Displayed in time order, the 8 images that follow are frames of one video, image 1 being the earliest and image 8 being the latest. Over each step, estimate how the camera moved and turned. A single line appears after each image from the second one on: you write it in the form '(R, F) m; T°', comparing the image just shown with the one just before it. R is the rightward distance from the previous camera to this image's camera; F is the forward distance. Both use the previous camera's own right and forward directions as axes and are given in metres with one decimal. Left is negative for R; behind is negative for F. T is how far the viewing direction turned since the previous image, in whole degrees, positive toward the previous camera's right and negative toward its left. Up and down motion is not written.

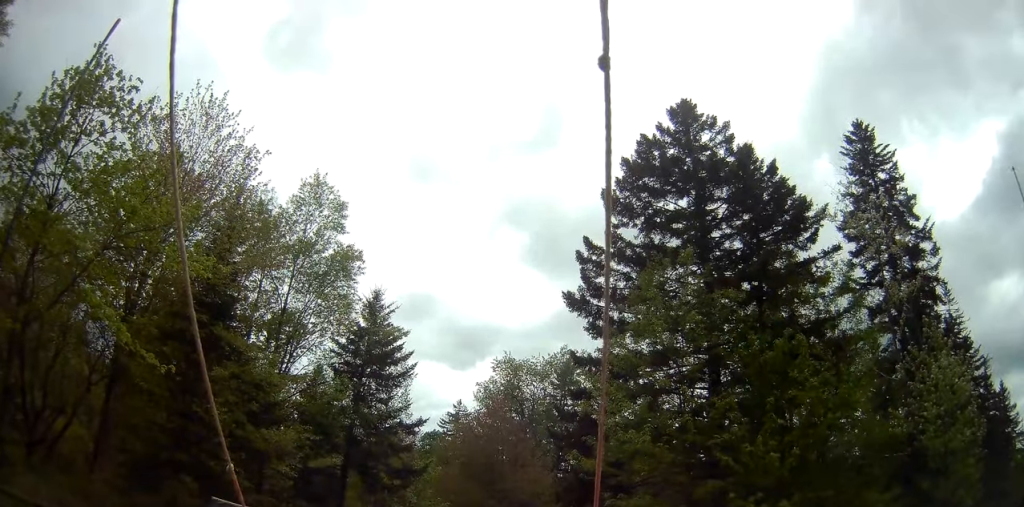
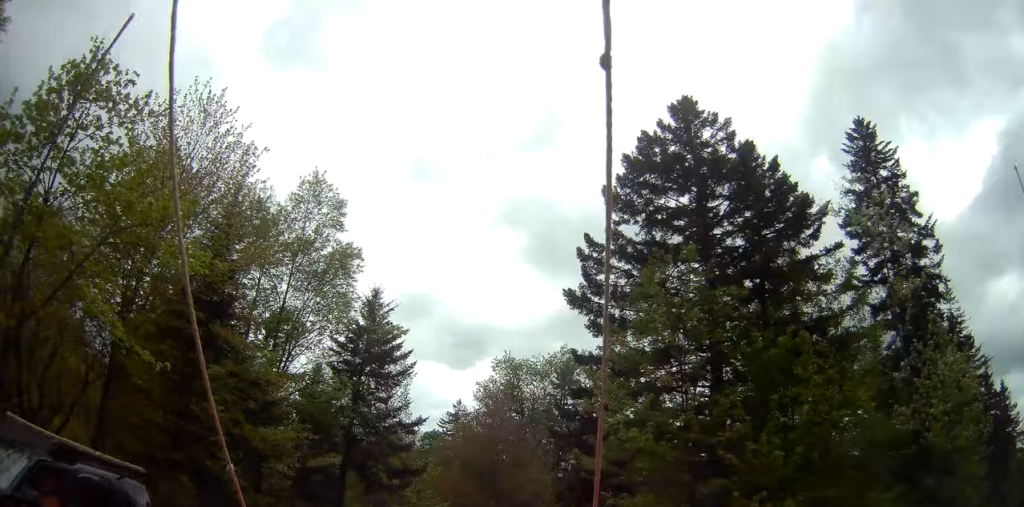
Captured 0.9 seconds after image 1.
(+0.1, +0.7) m; 0°
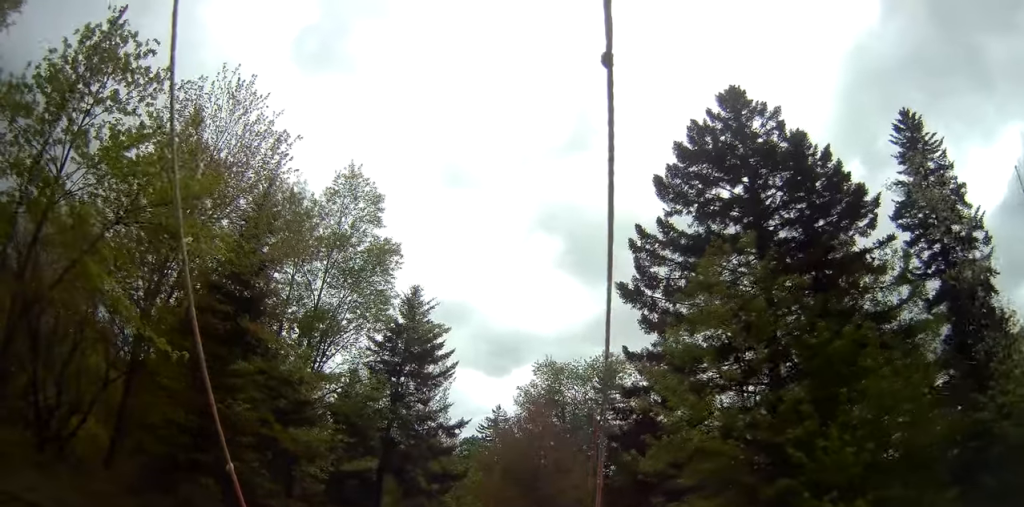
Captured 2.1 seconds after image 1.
(+0.1, +0.9) m; 0°
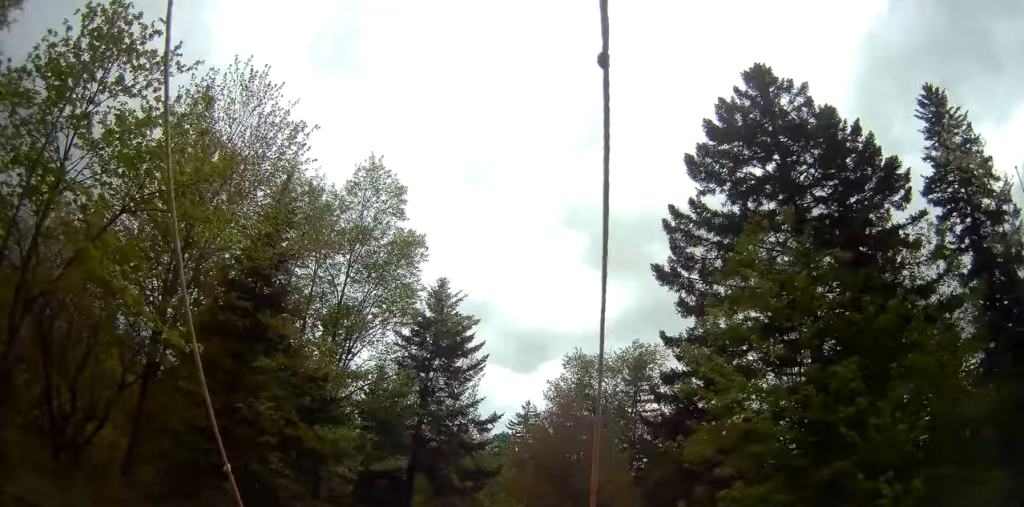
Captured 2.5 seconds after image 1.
(-0.2, +0.2) m; 0°
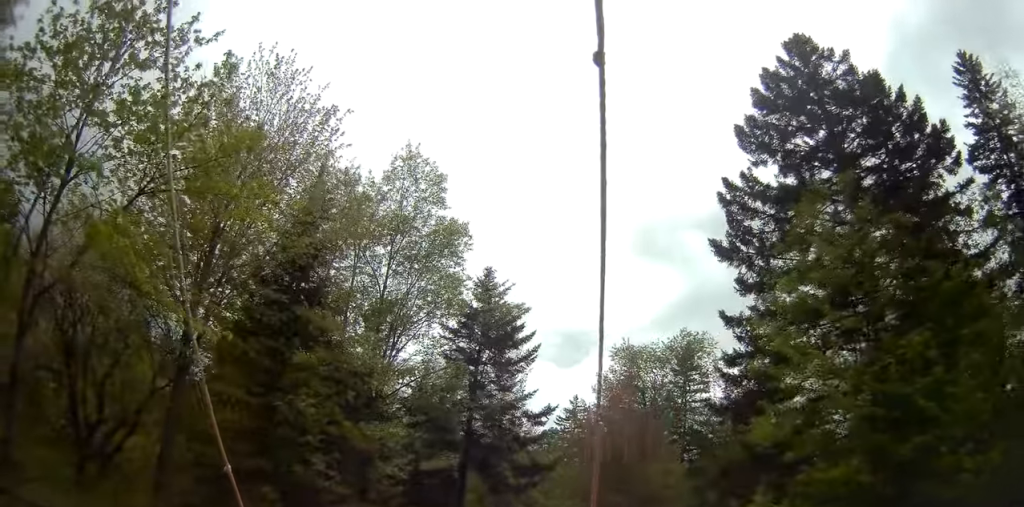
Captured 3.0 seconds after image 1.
(-0.2, +0.3) m; -2°
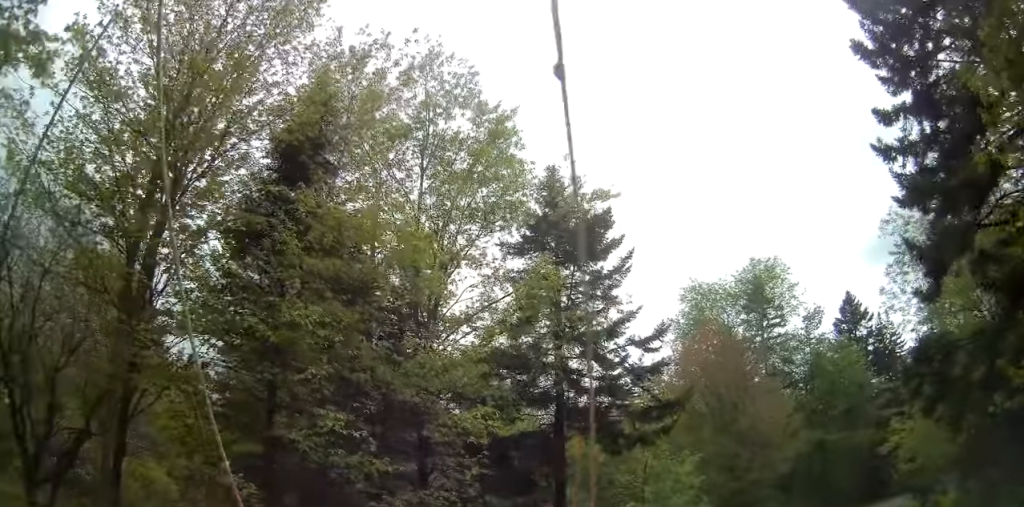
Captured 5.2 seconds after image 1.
(-1.2, +4.0) m; -14°
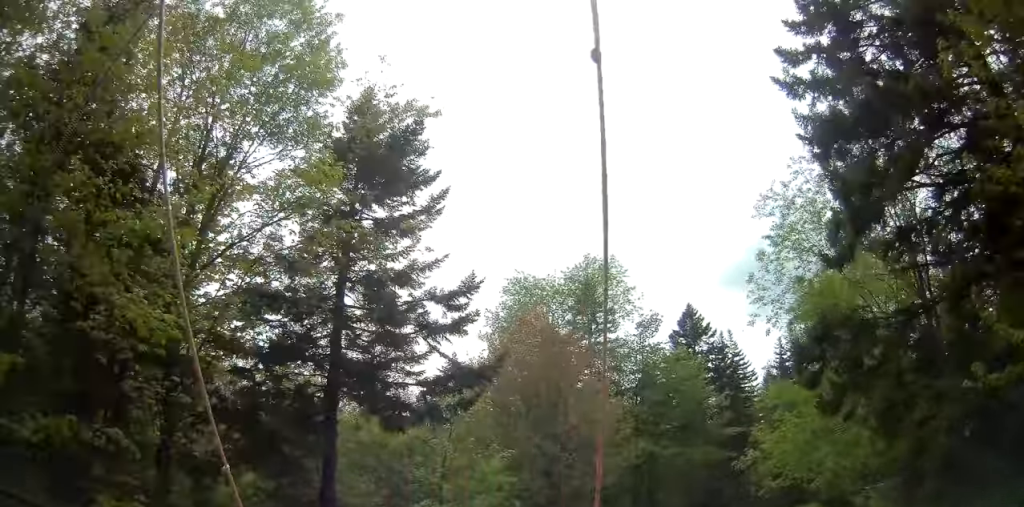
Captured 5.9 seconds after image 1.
(-0.3, +3.1) m; +8°
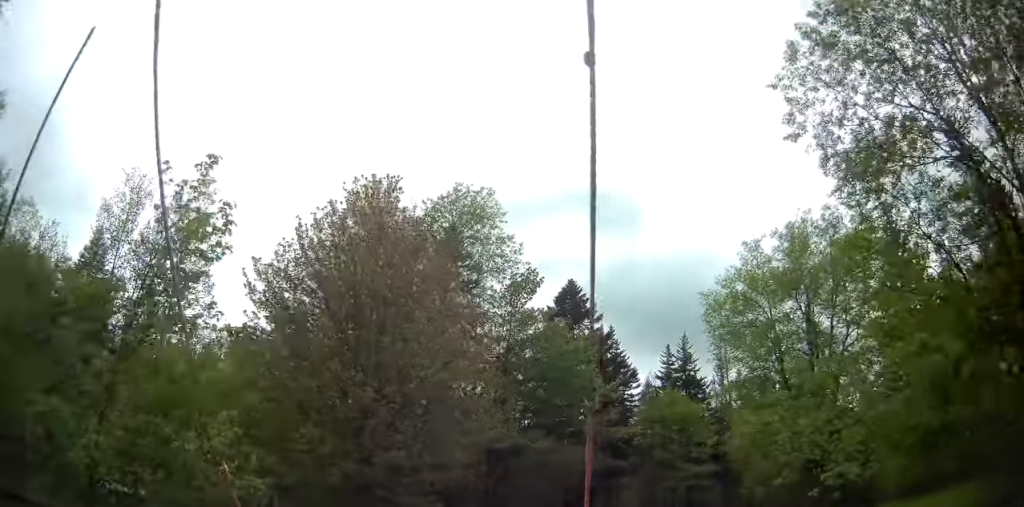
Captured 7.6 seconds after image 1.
(+2.7, +9.5) m; +22°
